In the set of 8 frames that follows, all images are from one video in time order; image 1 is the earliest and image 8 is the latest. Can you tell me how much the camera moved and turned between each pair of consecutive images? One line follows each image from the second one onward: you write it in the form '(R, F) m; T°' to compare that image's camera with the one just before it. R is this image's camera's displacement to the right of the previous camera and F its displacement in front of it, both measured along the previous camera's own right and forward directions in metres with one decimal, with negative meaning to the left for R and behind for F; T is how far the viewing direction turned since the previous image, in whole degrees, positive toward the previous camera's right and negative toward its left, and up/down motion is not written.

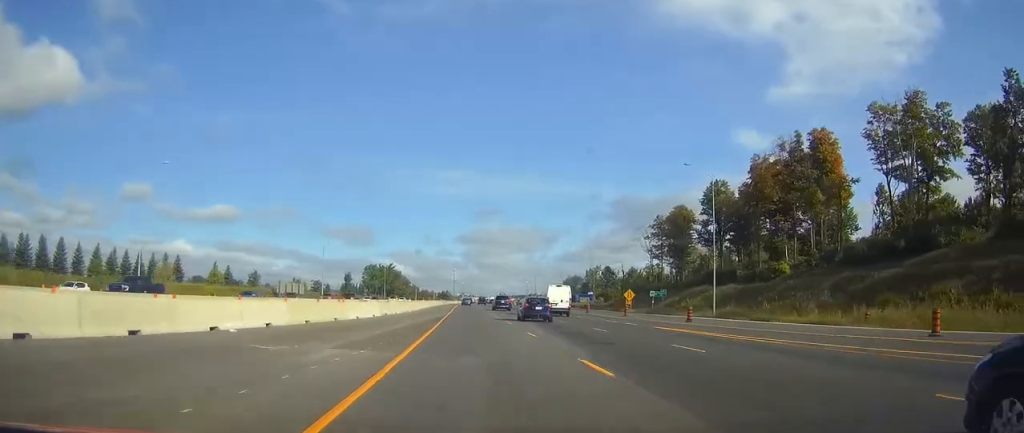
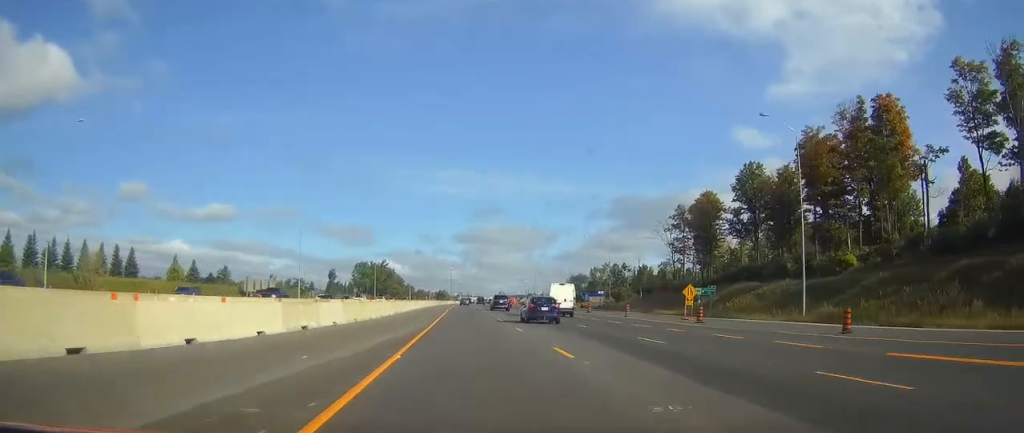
(-0.3, +21.7) m; -1°
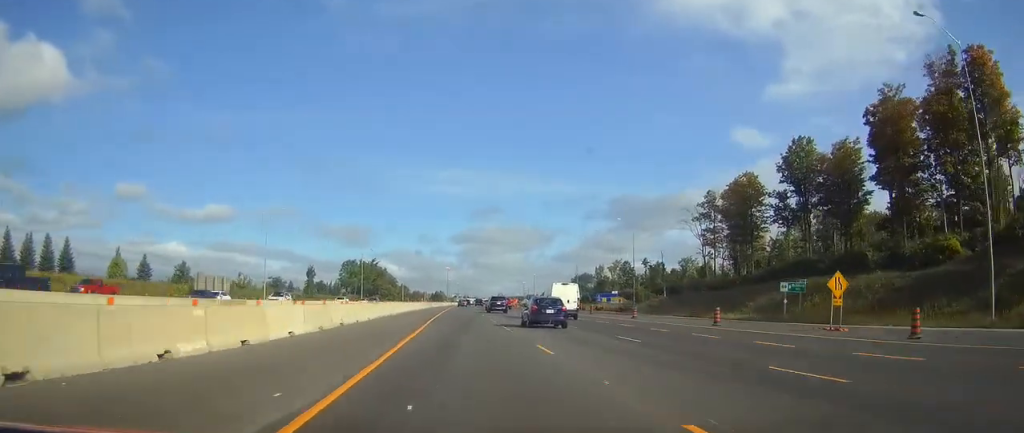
(0.0, +23.4) m; 0°
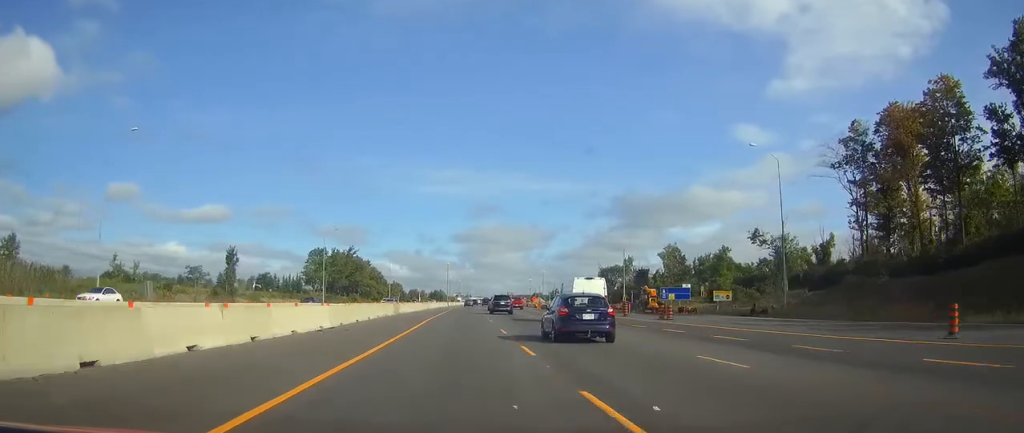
(+0.1, +58.6) m; 0°
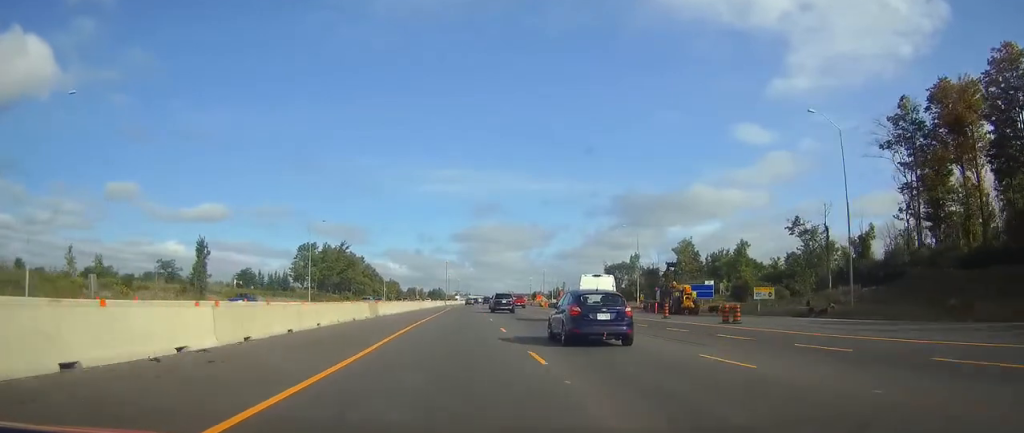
(0.0, +12.5) m; 0°
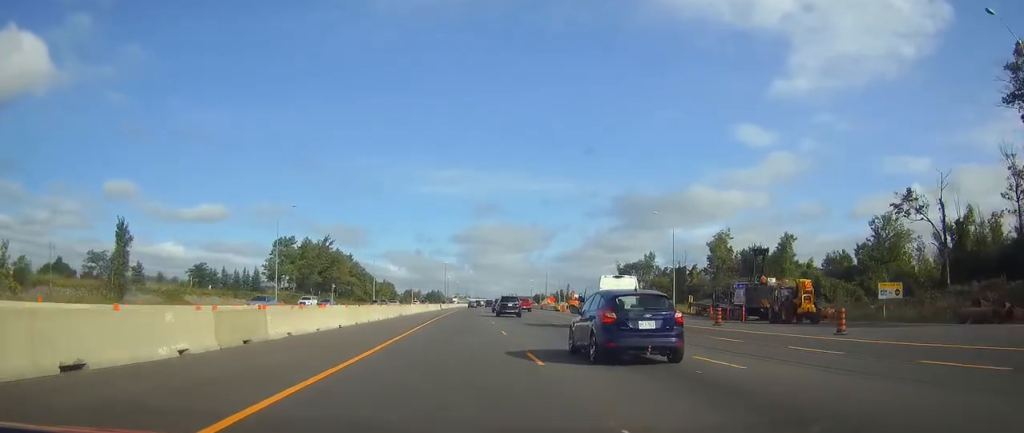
(0.0, +23.8) m; 0°
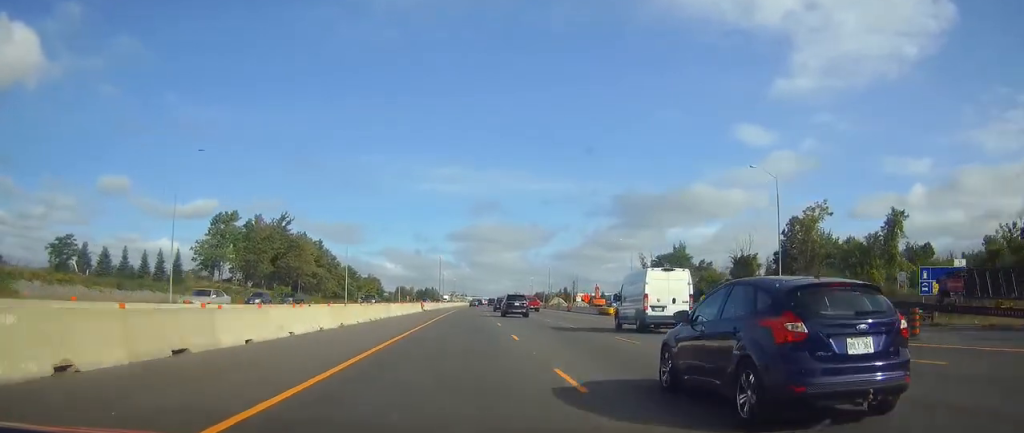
(+0.1, +40.4) m; 0°
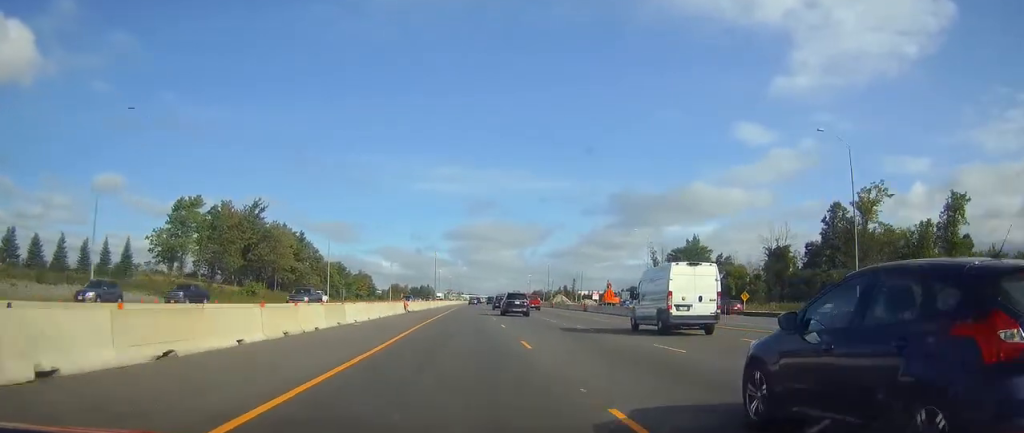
(0.0, +16.5) m; 0°
